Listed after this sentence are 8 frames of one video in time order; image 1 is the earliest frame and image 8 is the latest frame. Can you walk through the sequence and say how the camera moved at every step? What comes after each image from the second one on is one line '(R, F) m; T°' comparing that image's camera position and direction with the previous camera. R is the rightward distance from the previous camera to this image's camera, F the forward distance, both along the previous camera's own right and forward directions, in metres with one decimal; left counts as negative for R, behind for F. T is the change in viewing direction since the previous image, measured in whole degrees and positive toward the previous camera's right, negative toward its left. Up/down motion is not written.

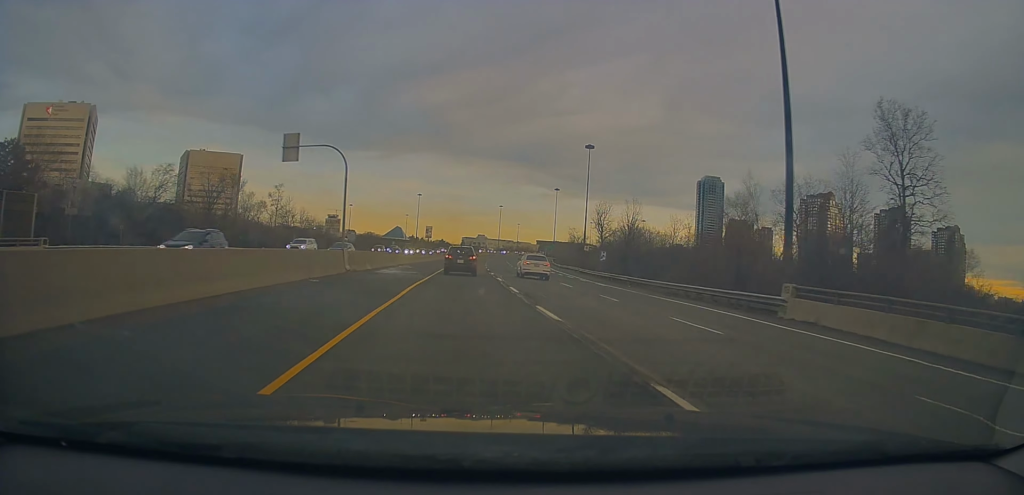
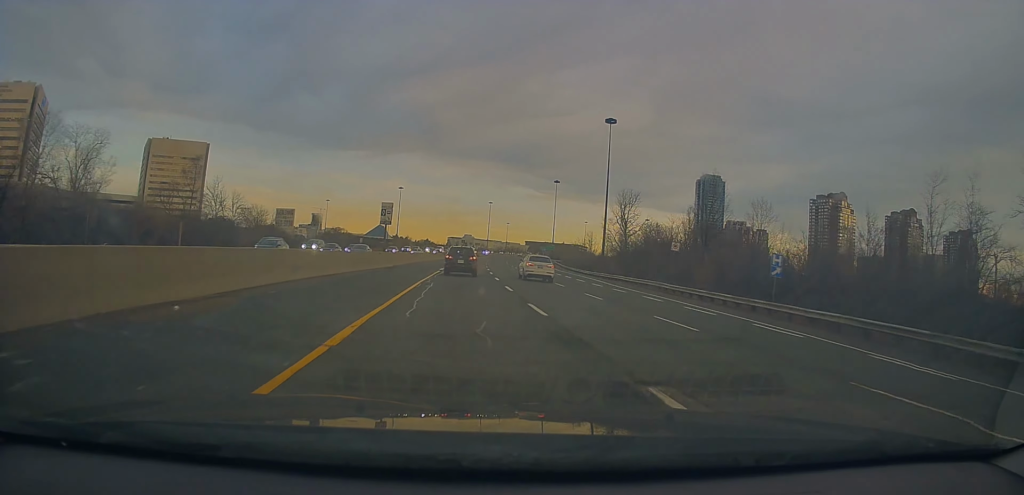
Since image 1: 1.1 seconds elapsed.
(+0.2, +35.3) m; +2°
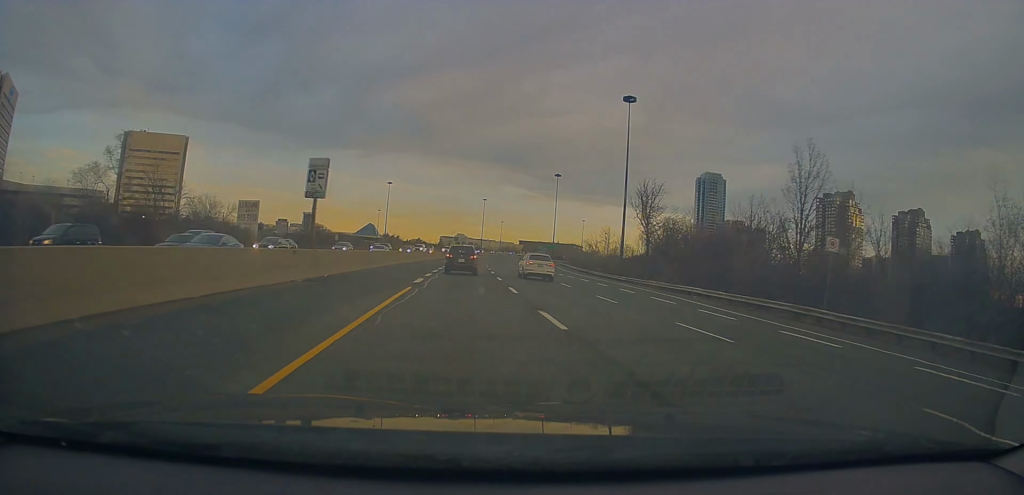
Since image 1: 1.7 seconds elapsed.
(+0.2, +19.9) m; +1°
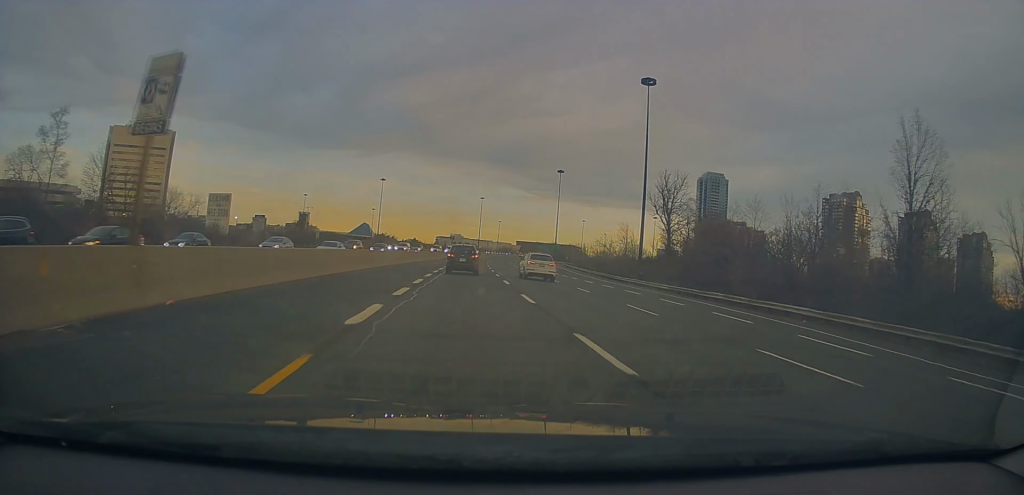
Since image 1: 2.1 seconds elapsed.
(+0.1, +13.3) m; +1°
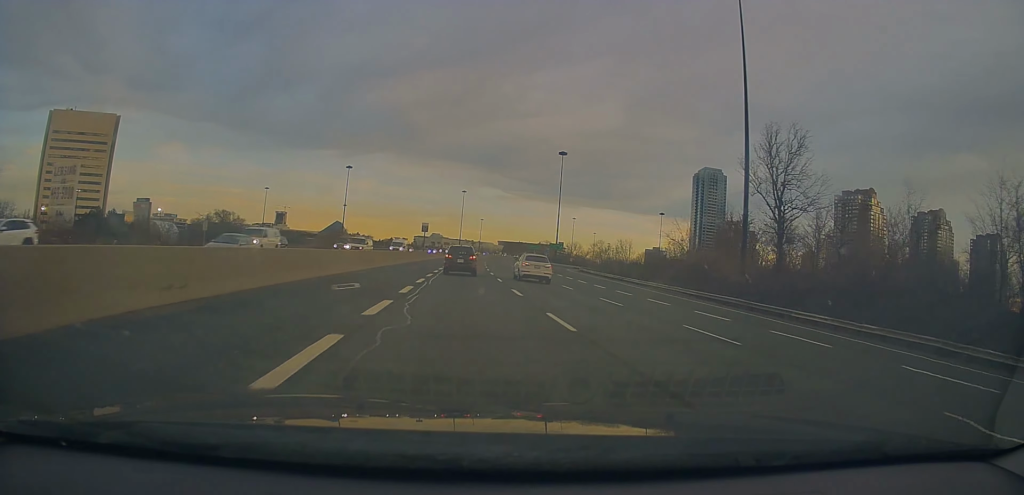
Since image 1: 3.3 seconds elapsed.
(+0.8, +41.0) m; +2°
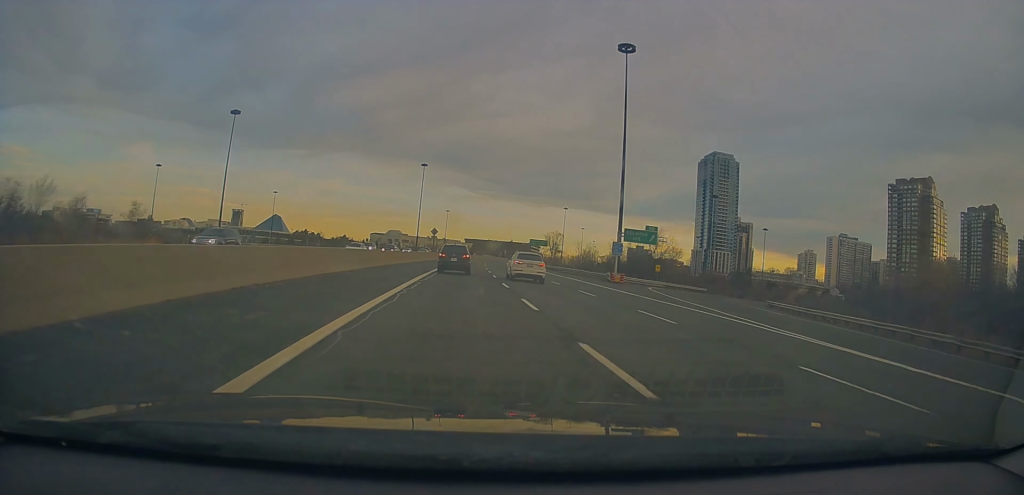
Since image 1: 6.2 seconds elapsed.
(+2.8, +94.8) m; +4°
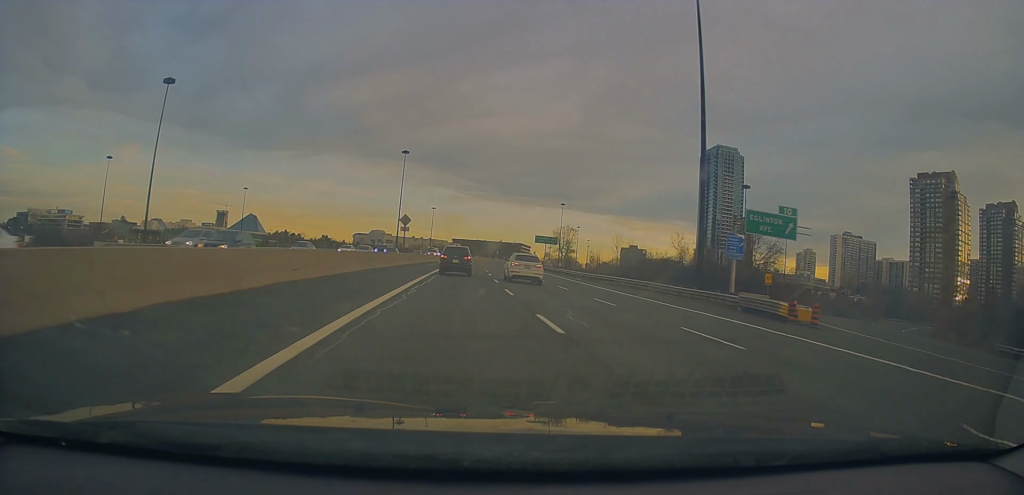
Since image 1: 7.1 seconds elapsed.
(+0.6, +30.8) m; +1°
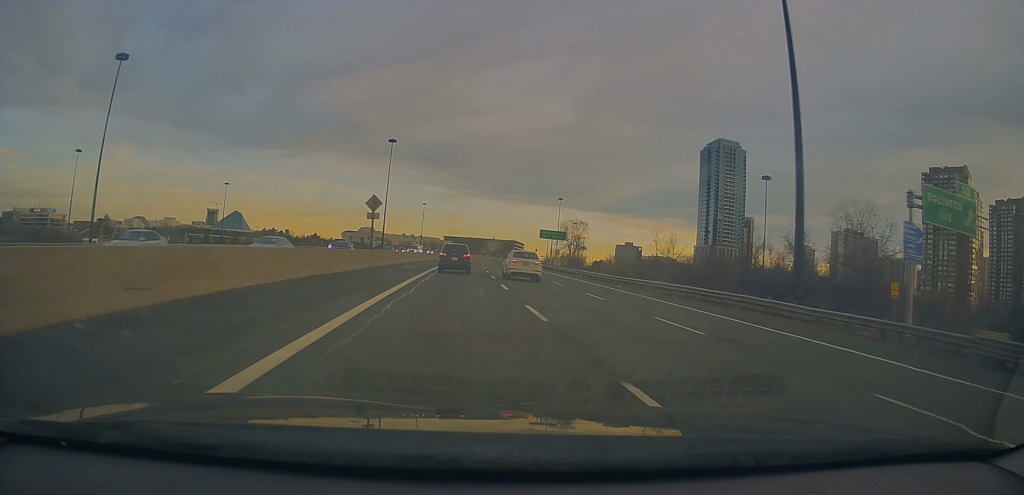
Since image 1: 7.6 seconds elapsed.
(0.0, +16.5) m; 0°
